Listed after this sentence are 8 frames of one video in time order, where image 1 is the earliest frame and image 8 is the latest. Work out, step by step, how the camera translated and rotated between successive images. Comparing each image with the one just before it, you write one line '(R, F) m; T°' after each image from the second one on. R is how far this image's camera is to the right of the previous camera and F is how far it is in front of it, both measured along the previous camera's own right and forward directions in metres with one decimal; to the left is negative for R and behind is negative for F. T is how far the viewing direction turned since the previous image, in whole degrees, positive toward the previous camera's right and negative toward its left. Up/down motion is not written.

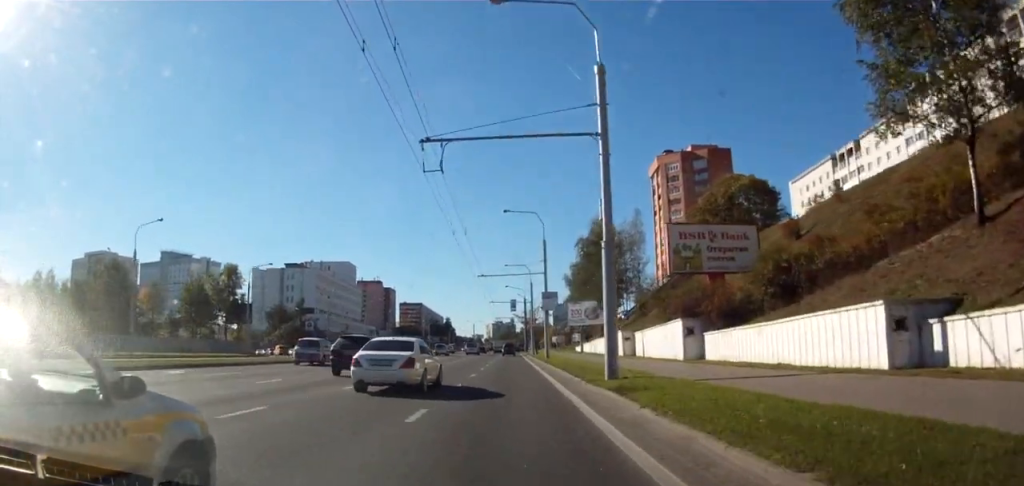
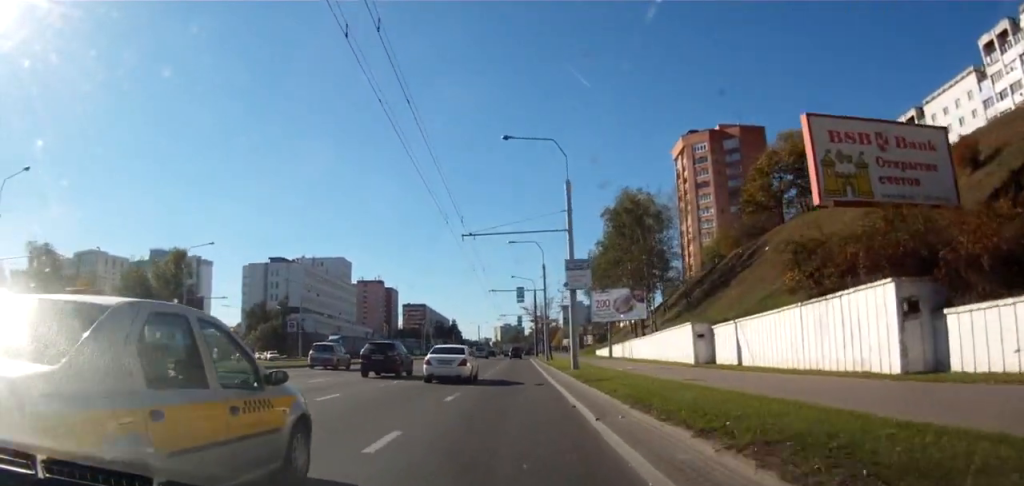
(+0.3, +18.9) m; 0°
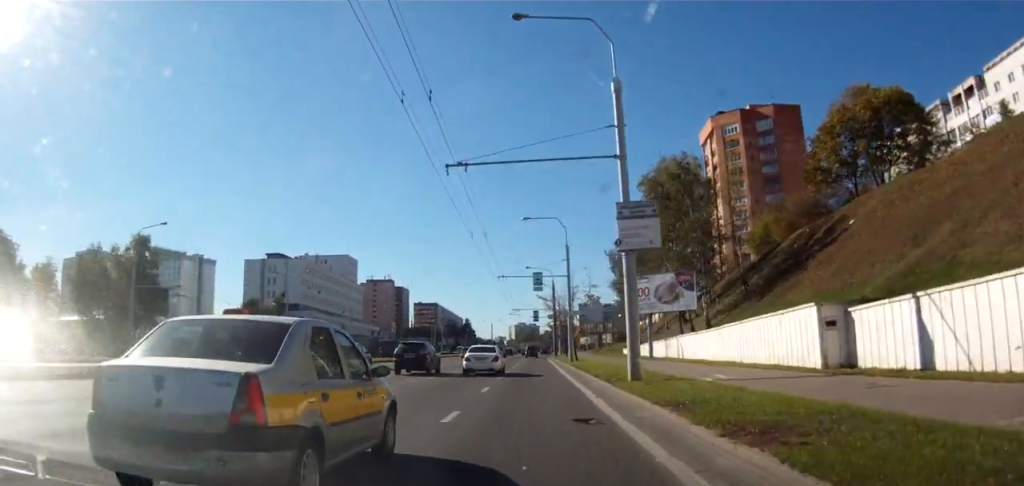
(-0.3, +12.7) m; -2°
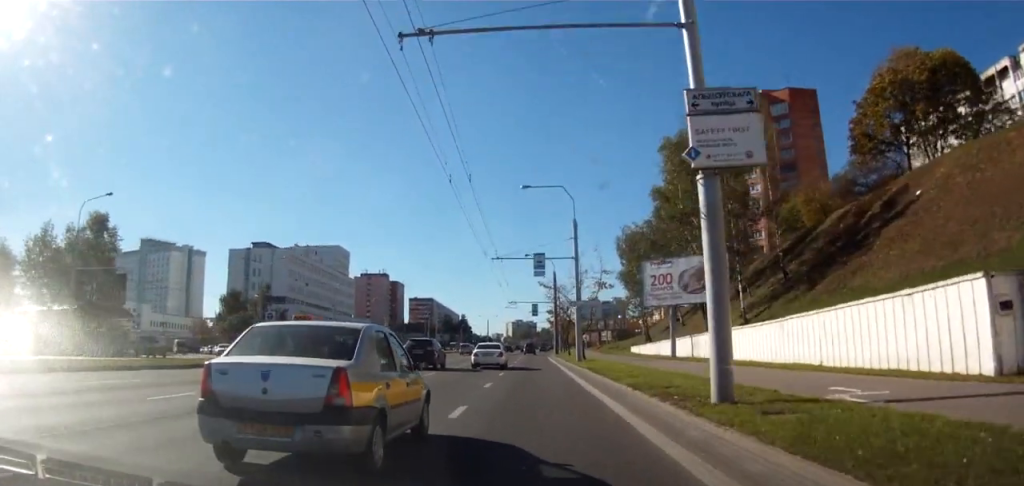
(-0.2, +8.0) m; -1°
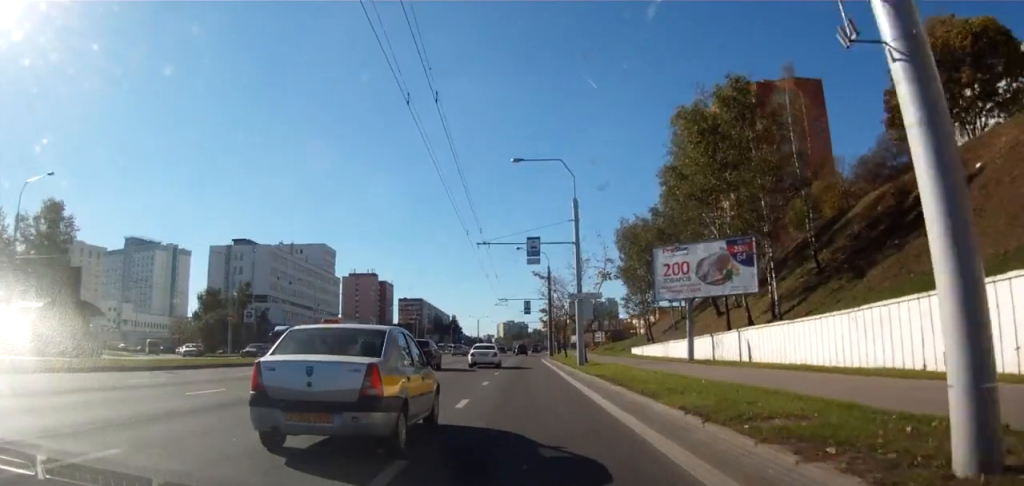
(+0.1, +6.3) m; 0°
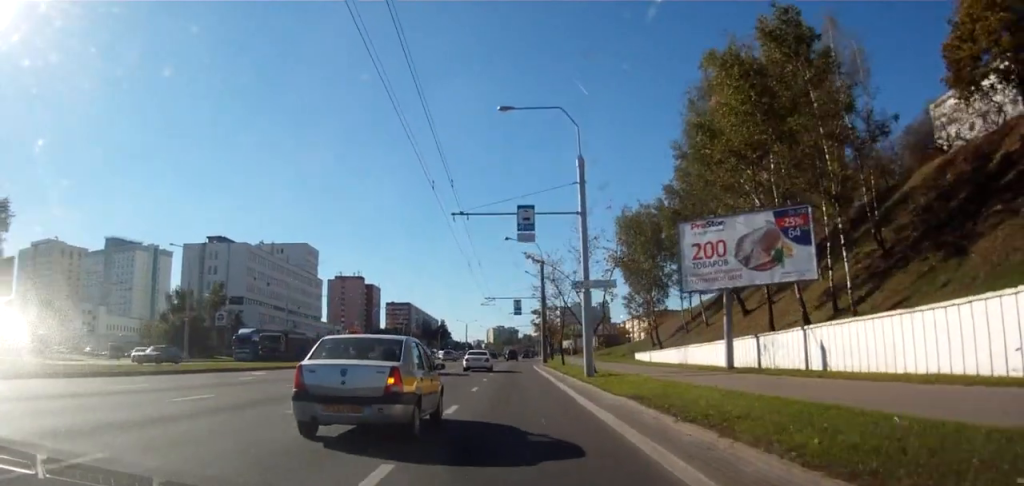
(+0.1, +8.0) m; +1°
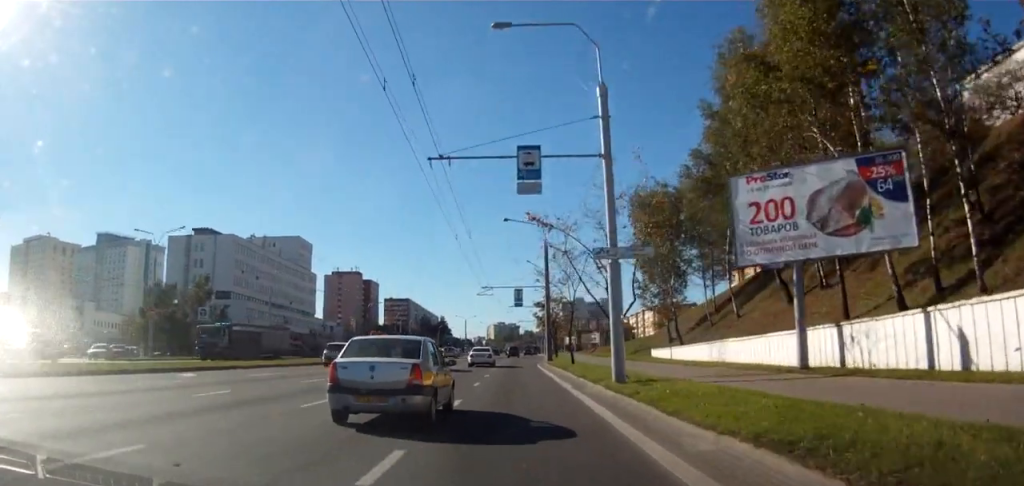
(0.0, +7.4) m; +1°
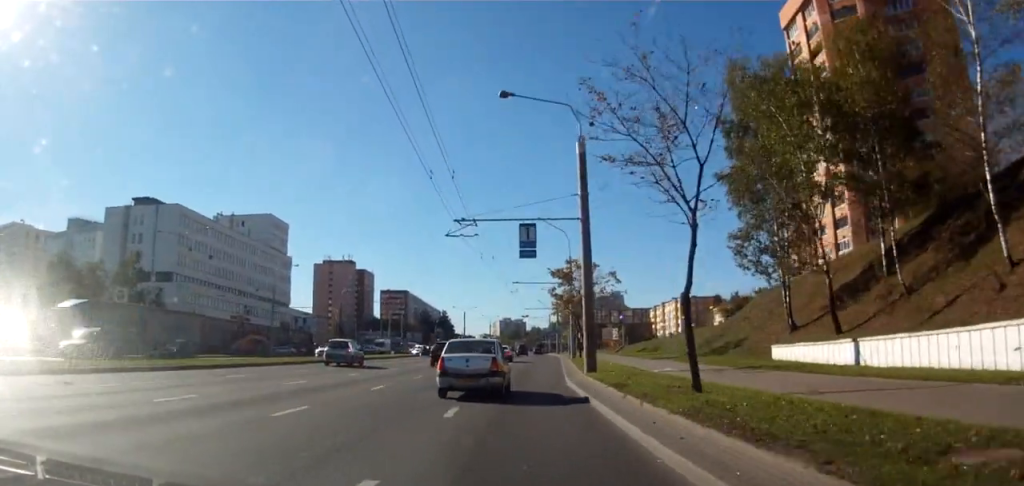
(0.0, +25.6) m; -1°
